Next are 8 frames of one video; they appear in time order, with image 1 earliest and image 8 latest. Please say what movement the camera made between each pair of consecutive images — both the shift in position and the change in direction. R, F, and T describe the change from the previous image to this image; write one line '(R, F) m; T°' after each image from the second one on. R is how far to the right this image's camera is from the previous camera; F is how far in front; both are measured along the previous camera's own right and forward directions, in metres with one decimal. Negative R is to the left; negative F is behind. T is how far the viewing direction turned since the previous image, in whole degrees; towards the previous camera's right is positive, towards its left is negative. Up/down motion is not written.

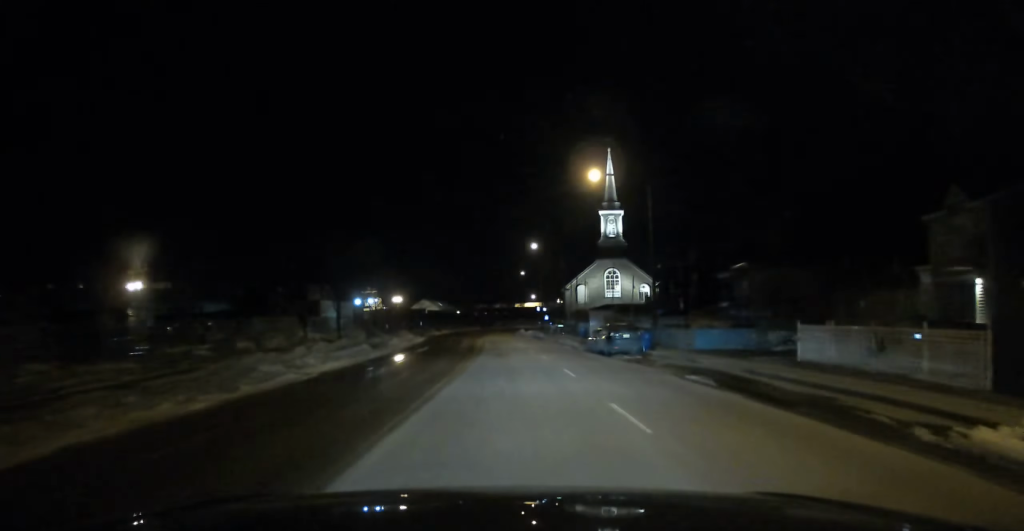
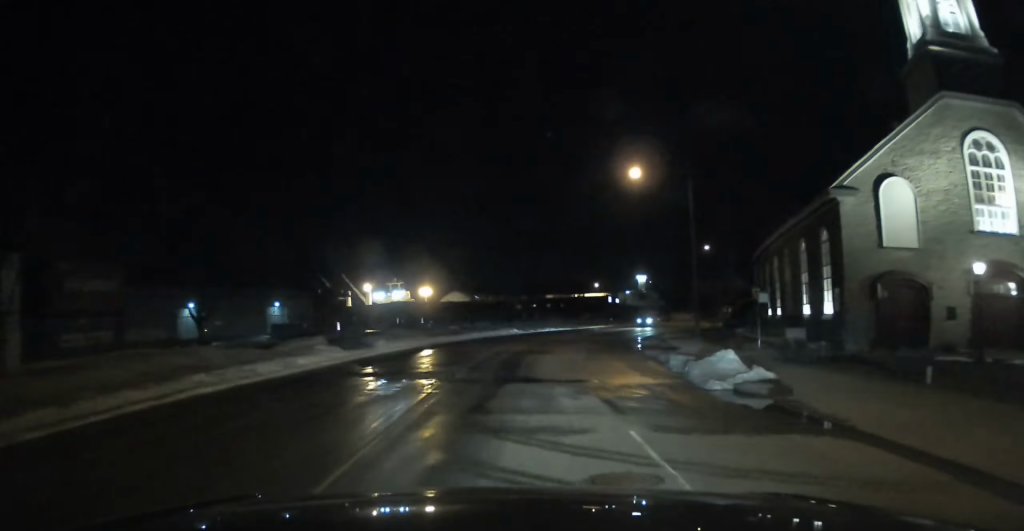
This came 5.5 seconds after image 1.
(-2.9, +81.4) m; 0°
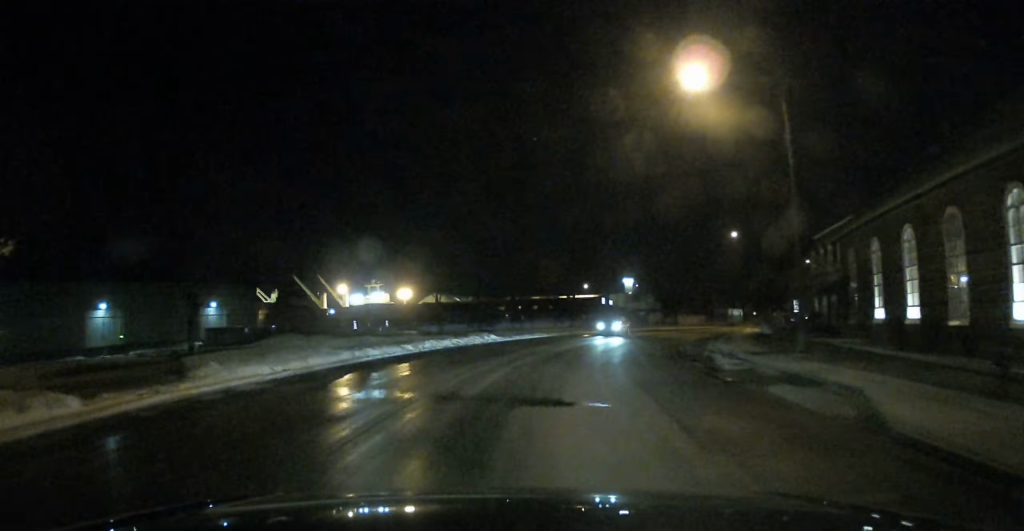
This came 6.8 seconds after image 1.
(-0.9, +18.4) m; +2°
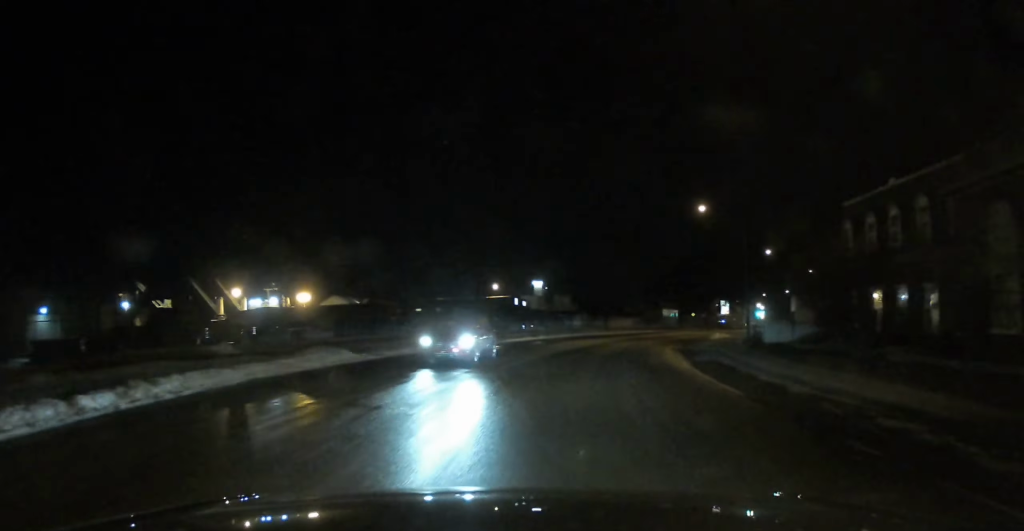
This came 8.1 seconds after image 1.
(+1.0, +19.6) m; +5°
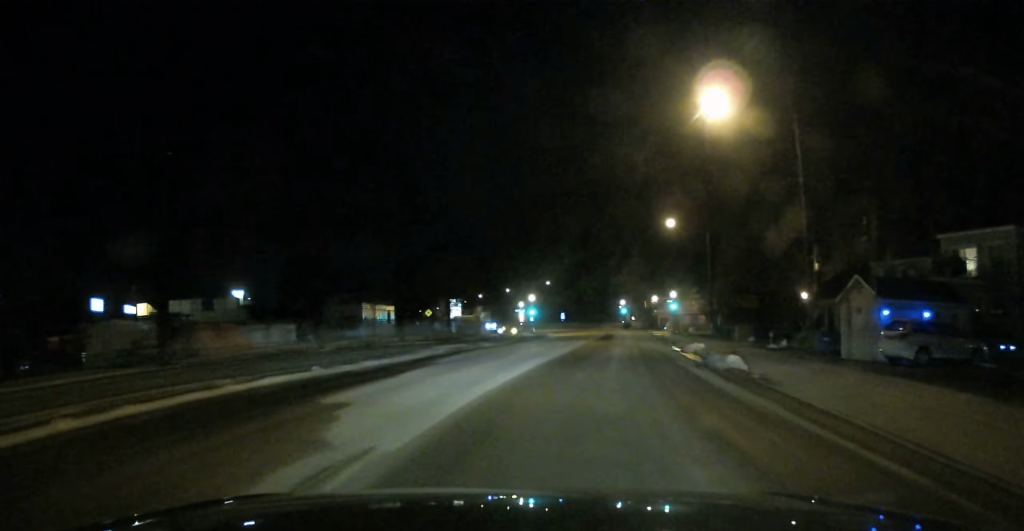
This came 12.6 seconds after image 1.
(+11.6, +63.3) m; +22°
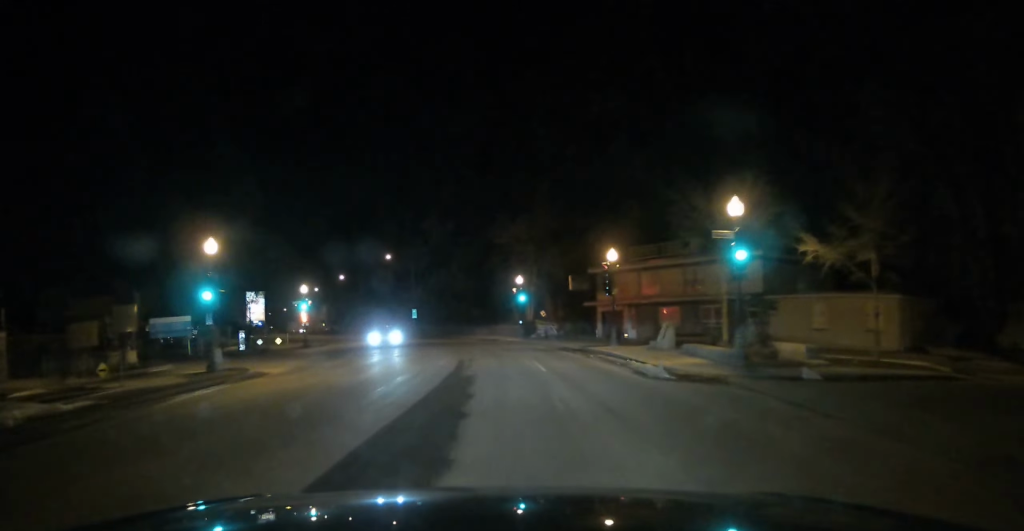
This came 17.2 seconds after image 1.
(+9.1, +64.6) m; +7°
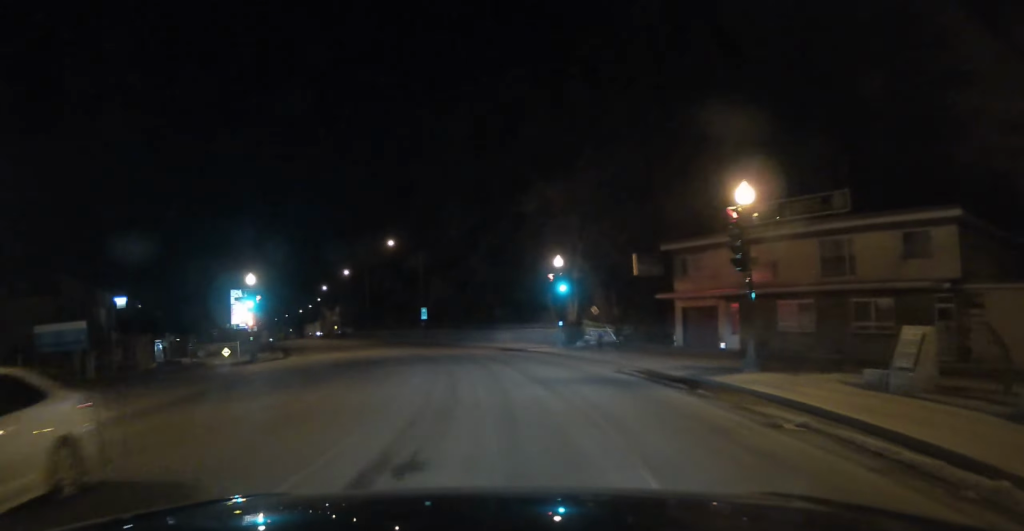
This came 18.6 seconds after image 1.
(+0.7, +18.6) m; -3°
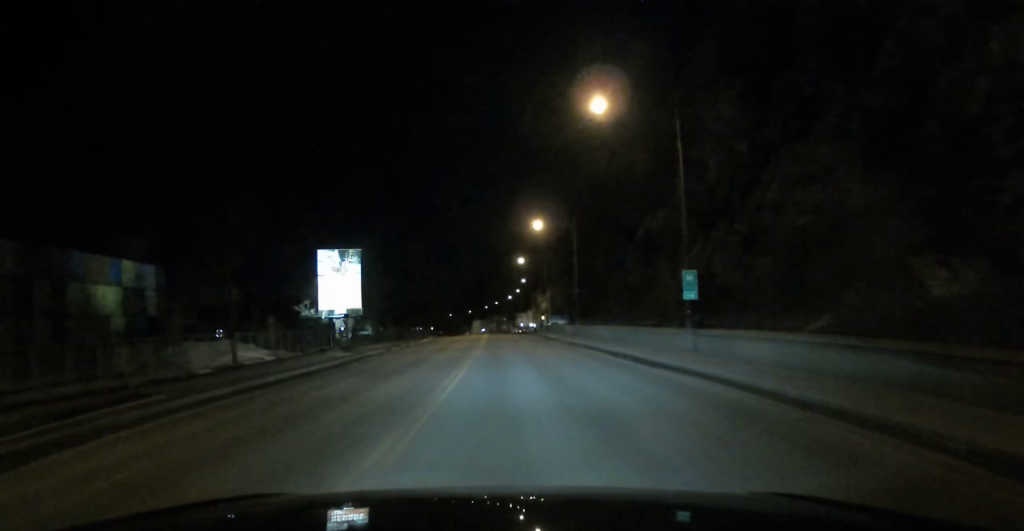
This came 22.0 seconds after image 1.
(-4.4, +46.2) m; -12°
